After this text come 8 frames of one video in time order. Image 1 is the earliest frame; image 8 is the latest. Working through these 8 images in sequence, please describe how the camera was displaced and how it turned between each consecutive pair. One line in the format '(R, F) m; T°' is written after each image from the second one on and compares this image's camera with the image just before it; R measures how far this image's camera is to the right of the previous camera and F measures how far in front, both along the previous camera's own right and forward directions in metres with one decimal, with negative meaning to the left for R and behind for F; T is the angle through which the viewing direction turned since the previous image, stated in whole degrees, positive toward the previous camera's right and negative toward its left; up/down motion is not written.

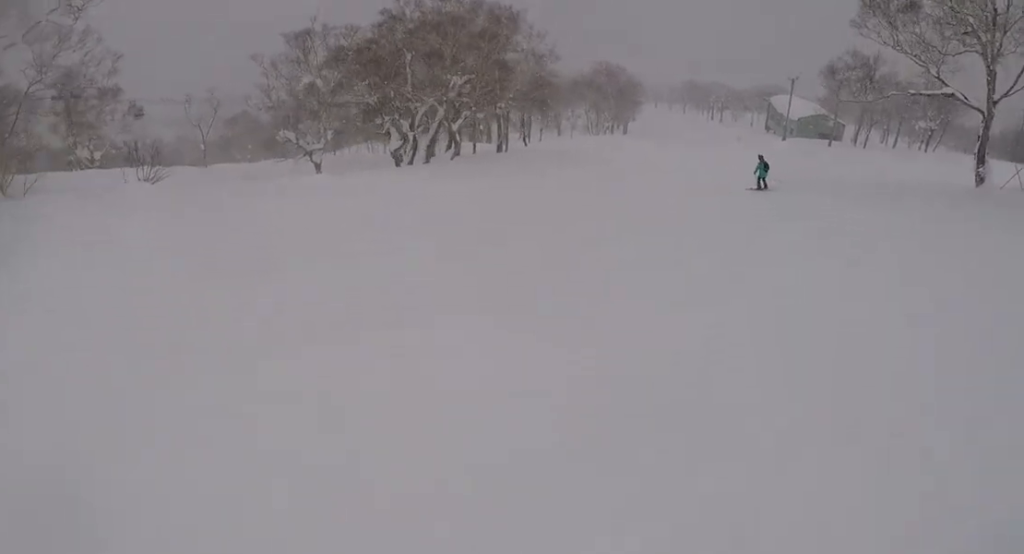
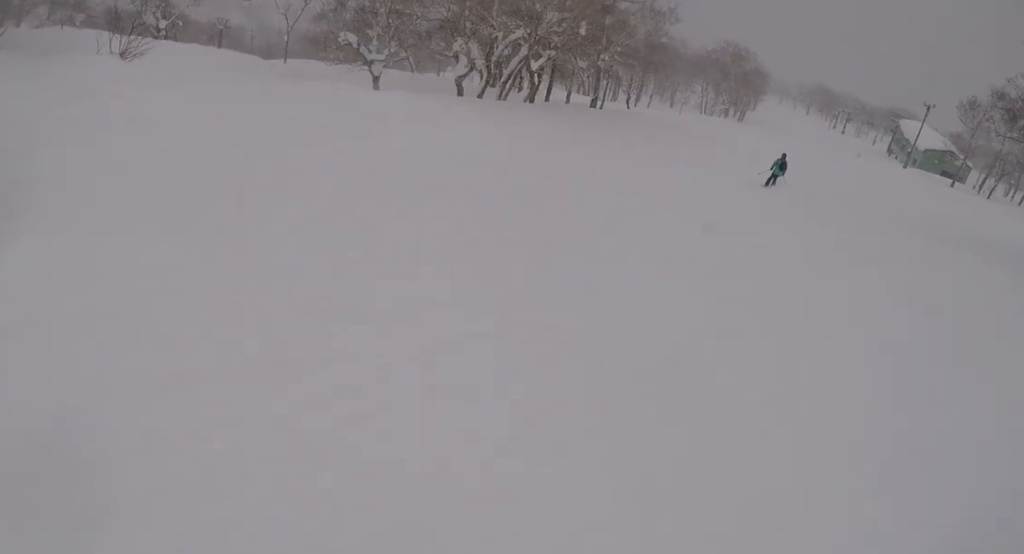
(-0.5, +7.5) m; -9°
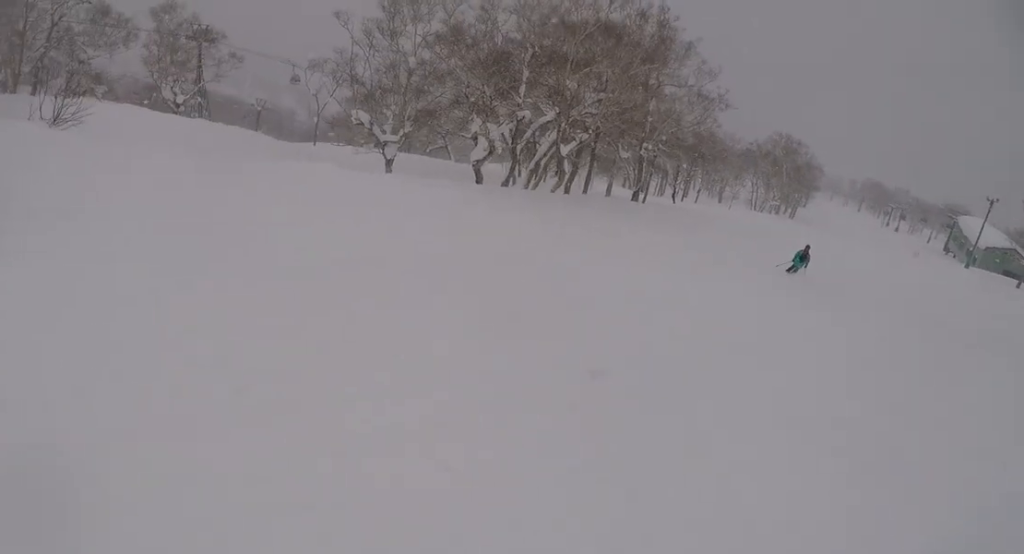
(-1.0, +6.0) m; -2°
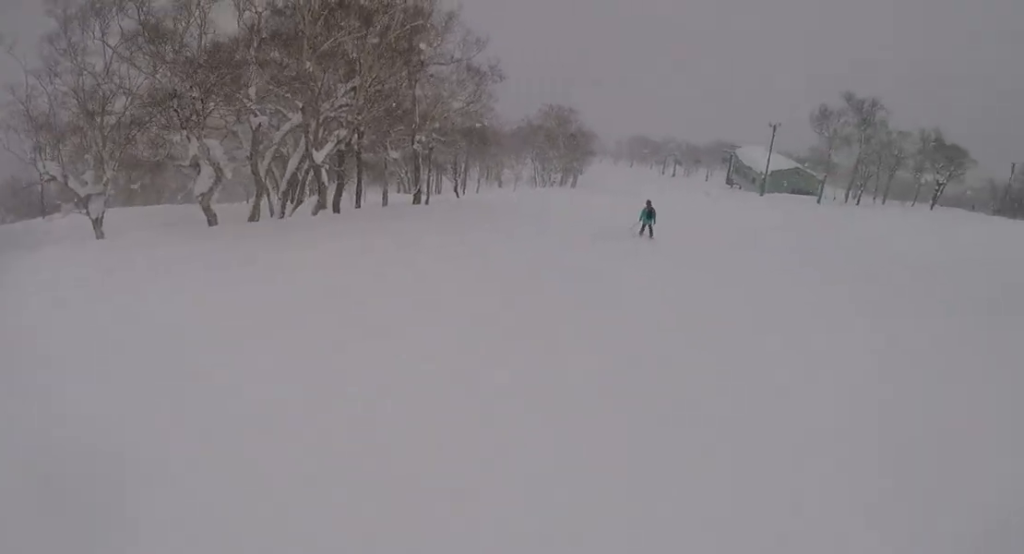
(+0.4, +9.7) m; +7°
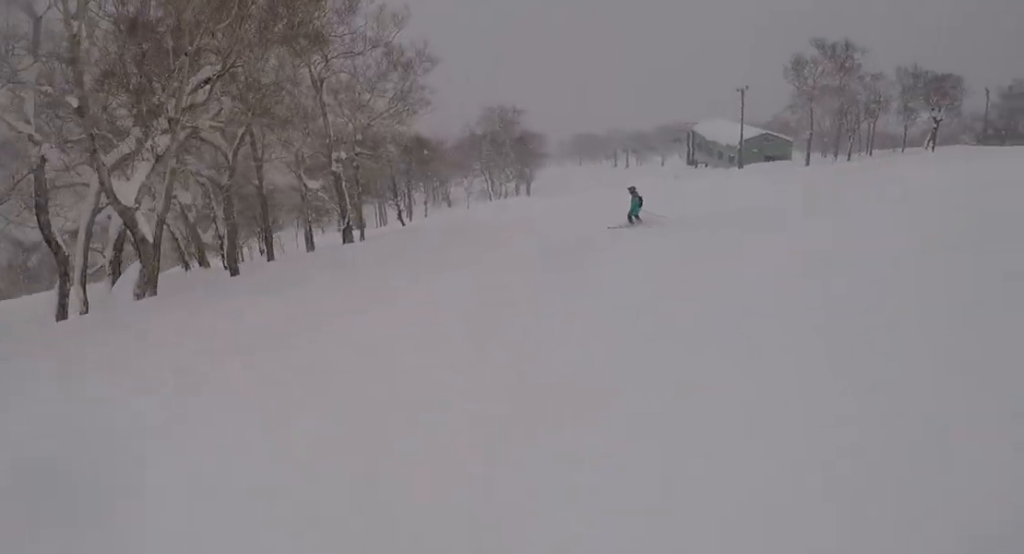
(+1.2, +12.0) m; +15°
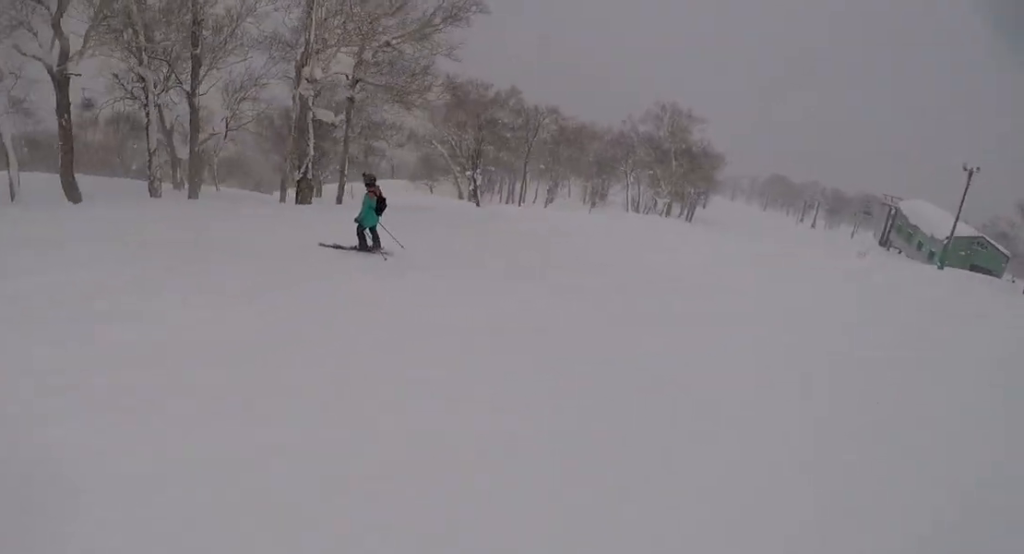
(+1.4, +14.3) m; -7°
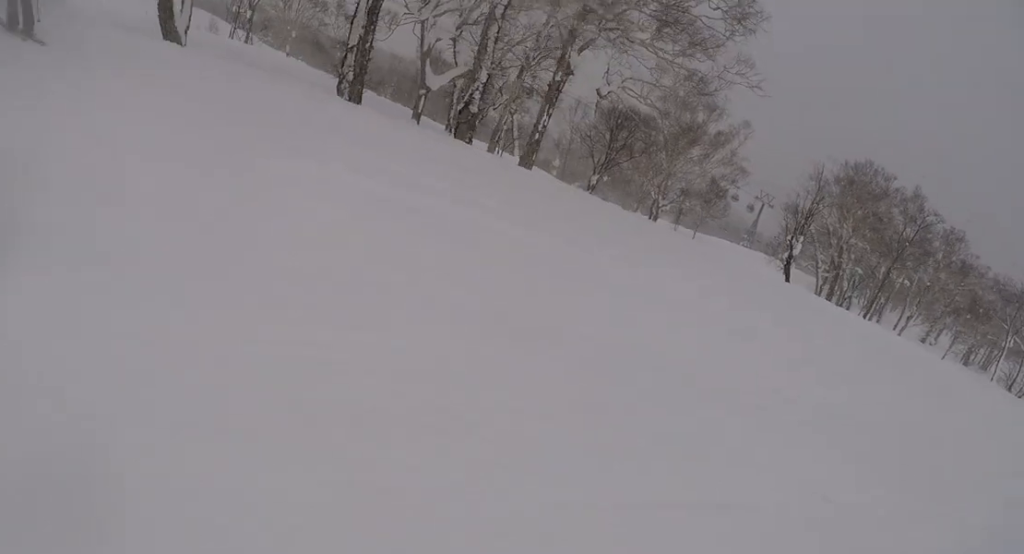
(-2.7, +8.6) m; -48°
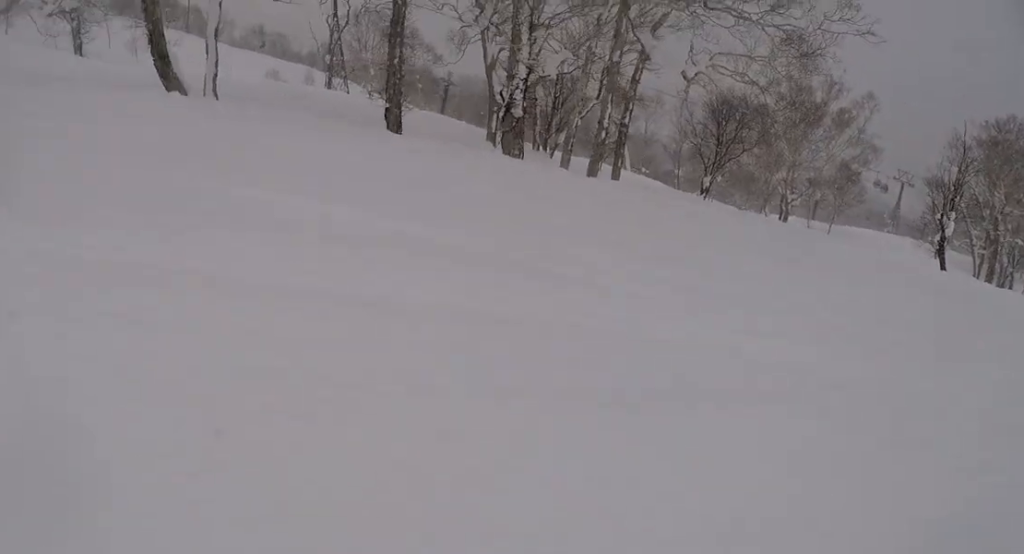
(-1.1, +2.8) m; -28°
